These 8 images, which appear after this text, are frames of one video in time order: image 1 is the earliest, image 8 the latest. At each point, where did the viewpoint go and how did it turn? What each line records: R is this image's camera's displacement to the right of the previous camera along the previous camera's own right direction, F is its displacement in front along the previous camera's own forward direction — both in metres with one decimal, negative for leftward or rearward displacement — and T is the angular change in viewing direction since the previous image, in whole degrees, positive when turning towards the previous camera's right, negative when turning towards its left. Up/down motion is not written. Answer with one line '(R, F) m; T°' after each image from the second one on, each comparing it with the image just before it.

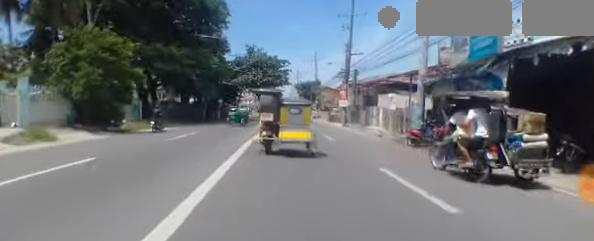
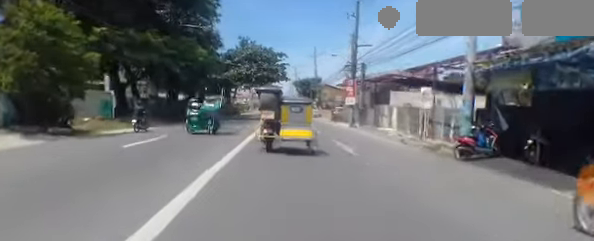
(0.0, +4.4) m; 0°
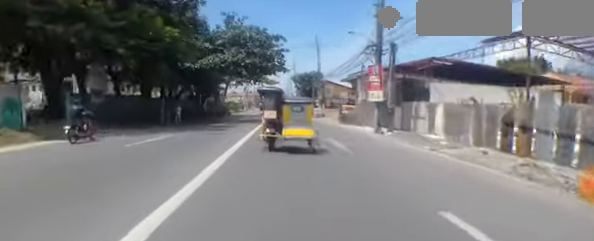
(-0.1, +7.9) m; +2°
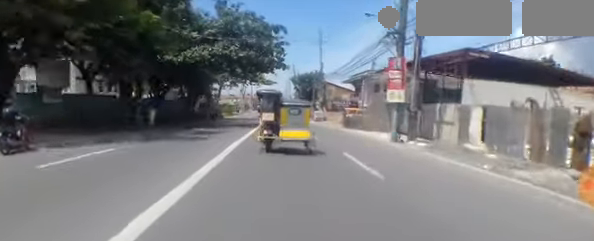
(+0.2, +3.8) m; 0°
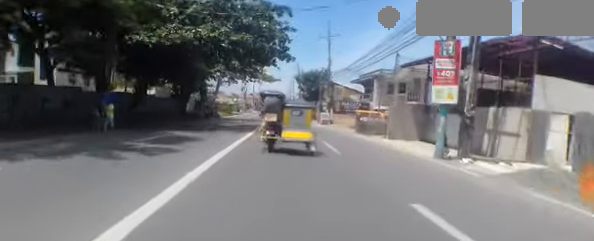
(+0.2, +4.9) m; 0°
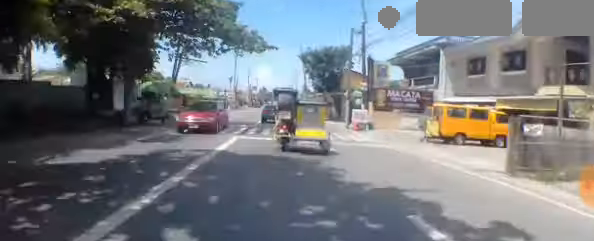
(-0.5, +19.1) m; 0°
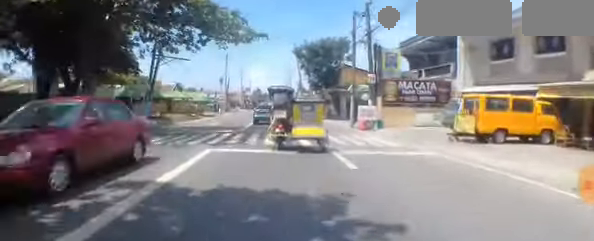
(+0.2, +3.5) m; -1°
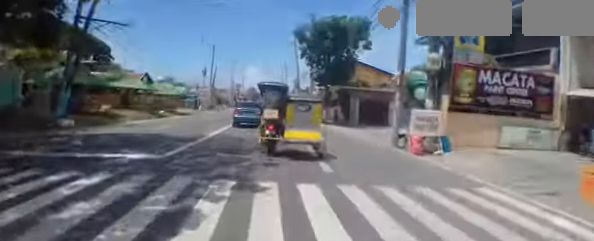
(-0.6, +8.4) m; -3°
